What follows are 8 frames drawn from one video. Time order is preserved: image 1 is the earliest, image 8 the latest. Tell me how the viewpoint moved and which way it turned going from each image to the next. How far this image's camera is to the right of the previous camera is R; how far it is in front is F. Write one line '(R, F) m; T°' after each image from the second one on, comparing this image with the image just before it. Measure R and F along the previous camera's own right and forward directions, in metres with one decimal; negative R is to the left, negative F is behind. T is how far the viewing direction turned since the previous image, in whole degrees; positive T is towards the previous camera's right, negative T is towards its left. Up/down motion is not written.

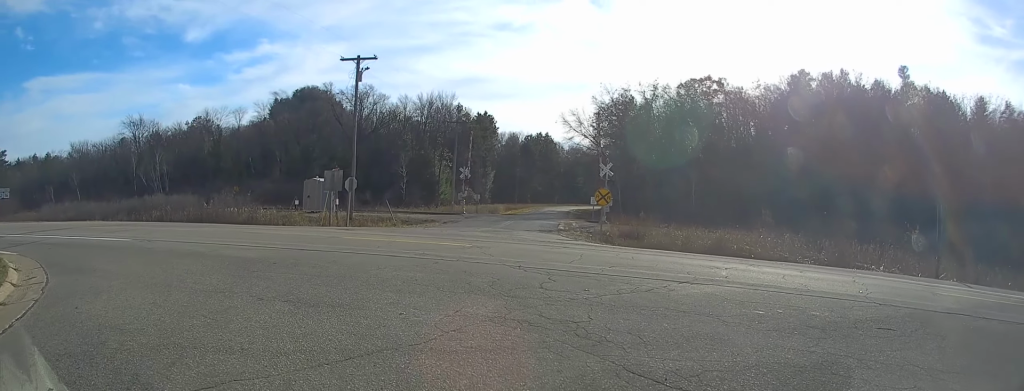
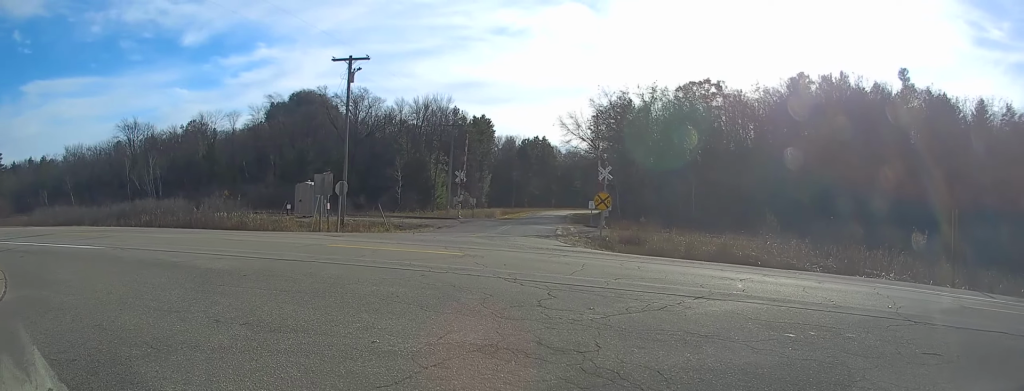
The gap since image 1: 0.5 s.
(0.0, +0.9) m; 0°
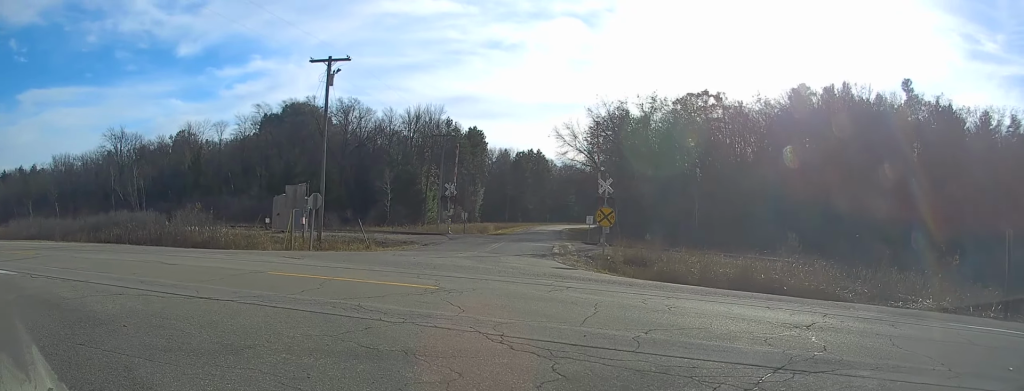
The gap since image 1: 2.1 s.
(0.0, +3.5) m; +2°
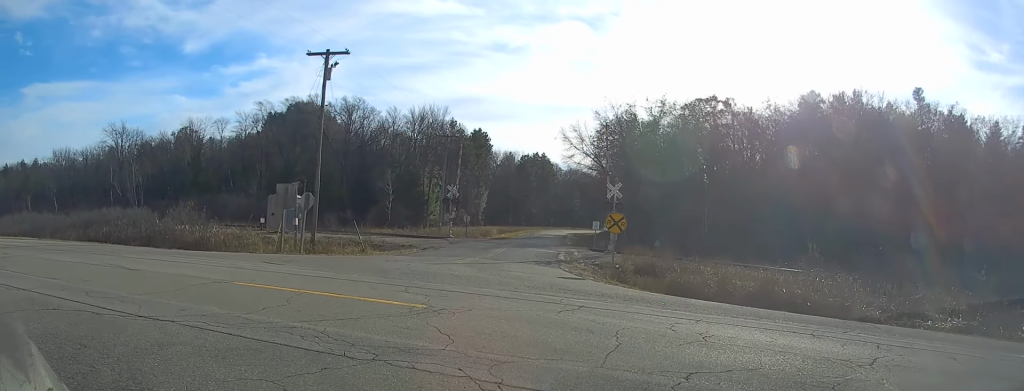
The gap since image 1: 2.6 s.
(0.0, +2.0) m; +2°
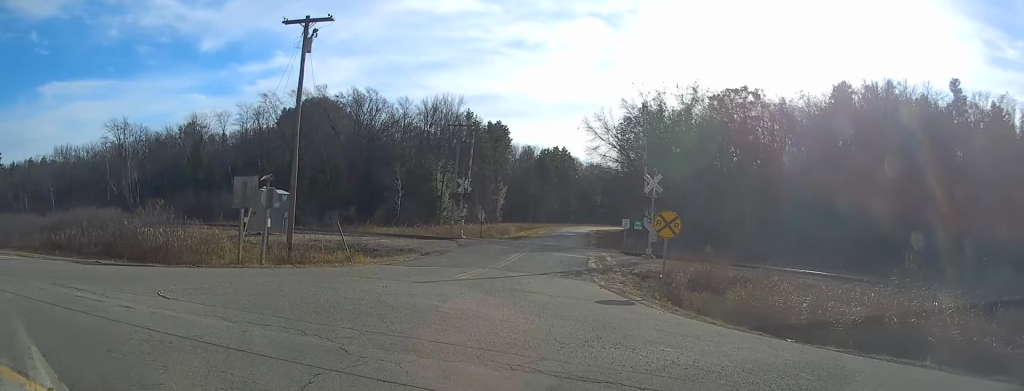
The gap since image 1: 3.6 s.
(+0.4, +6.5) m; +1°
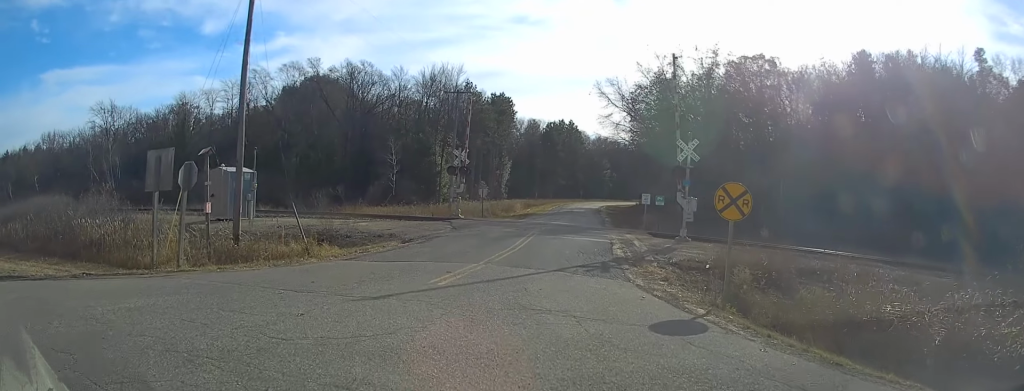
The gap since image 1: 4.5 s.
(-0.2, +6.8) m; -1°
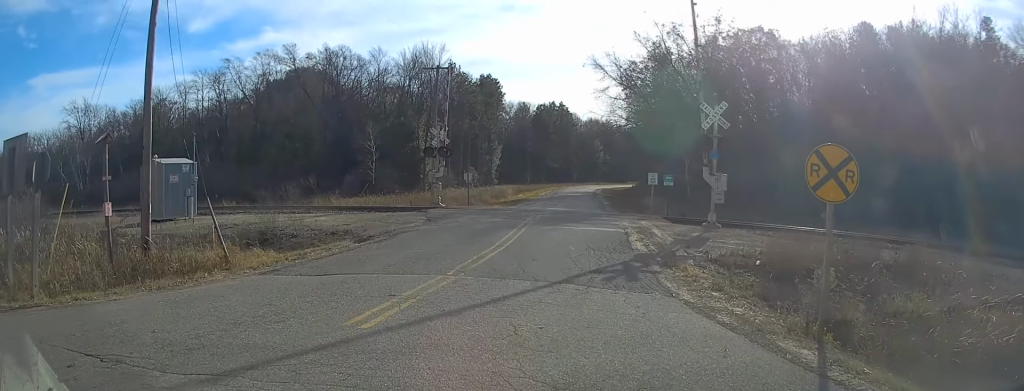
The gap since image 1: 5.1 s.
(-0.2, +6.1) m; 0°
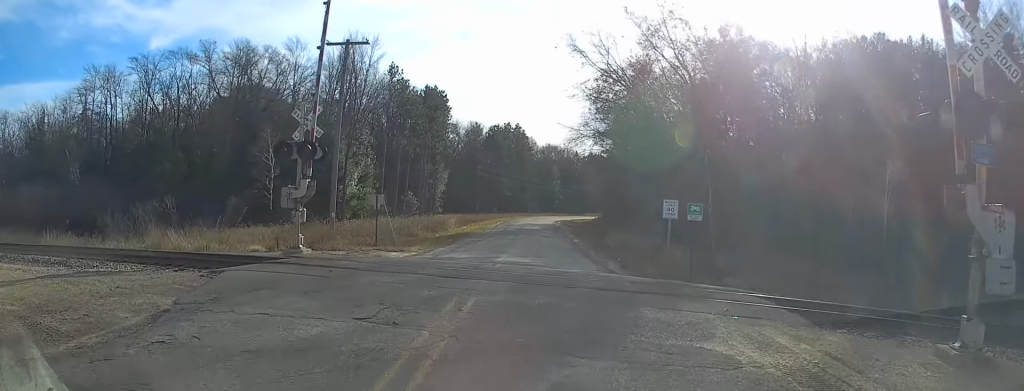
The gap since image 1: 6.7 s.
(+0.1, +17.7) m; +2°
